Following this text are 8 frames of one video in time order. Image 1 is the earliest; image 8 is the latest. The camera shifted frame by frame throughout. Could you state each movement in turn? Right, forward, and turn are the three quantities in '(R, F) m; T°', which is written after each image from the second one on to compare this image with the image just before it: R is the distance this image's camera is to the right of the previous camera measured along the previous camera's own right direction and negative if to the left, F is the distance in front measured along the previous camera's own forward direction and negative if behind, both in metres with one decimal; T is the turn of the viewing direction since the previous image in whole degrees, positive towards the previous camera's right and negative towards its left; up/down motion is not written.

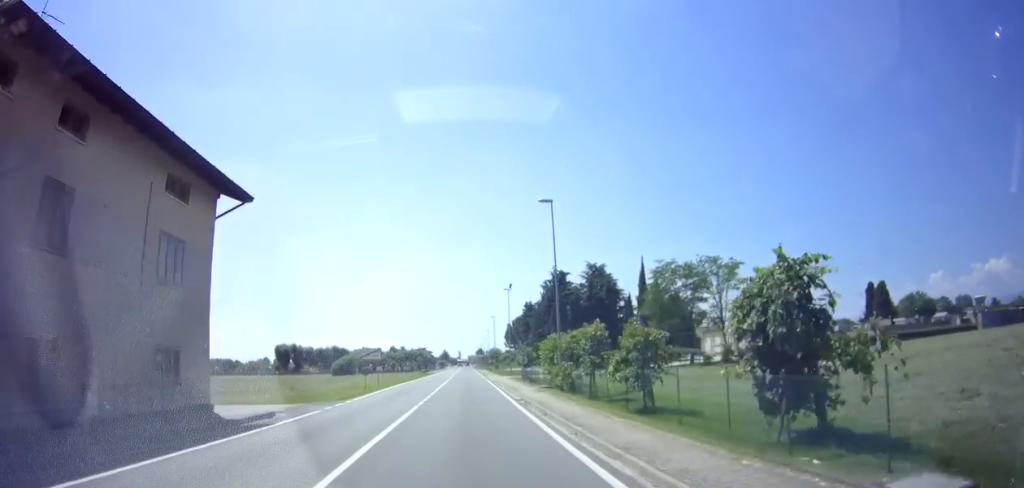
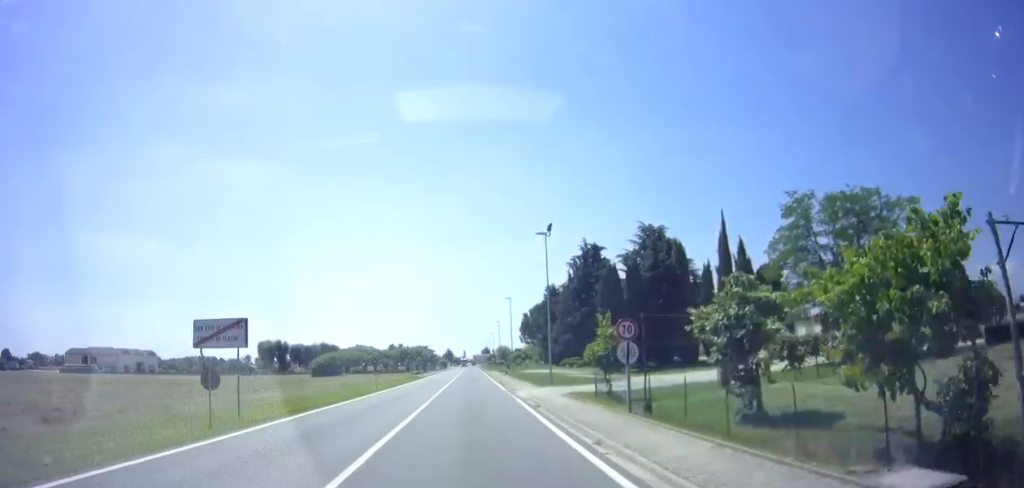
(-0.1, +24.2) m; 0°
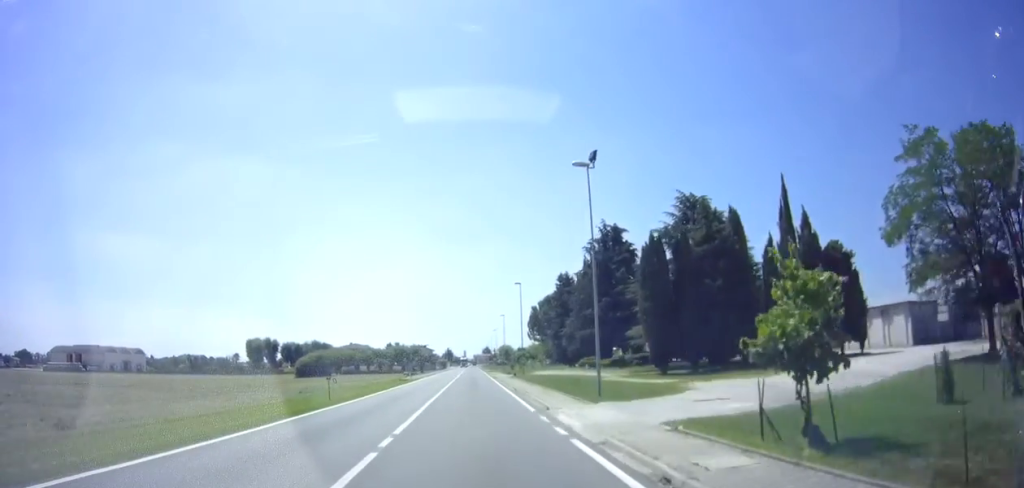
(0.0, +11.5) m; 0°
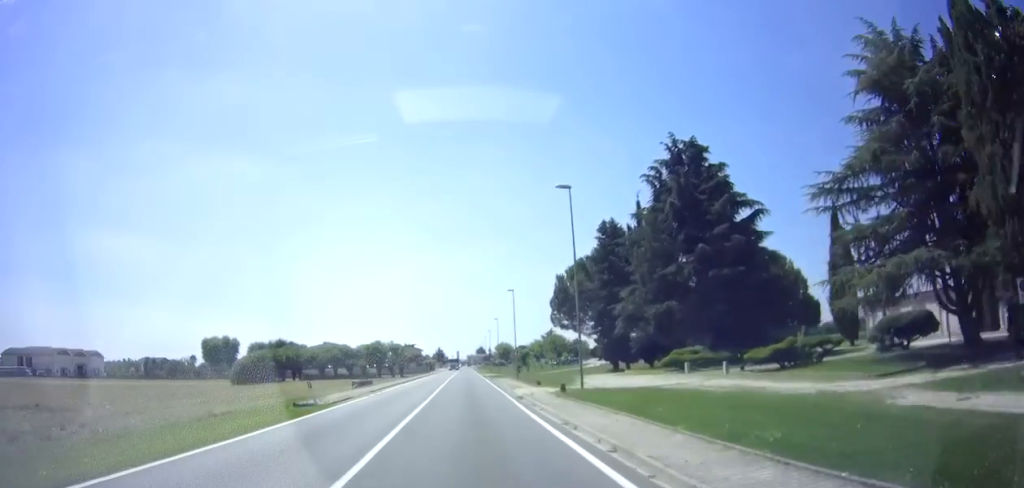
(+0.3, +29.3) m; +1°
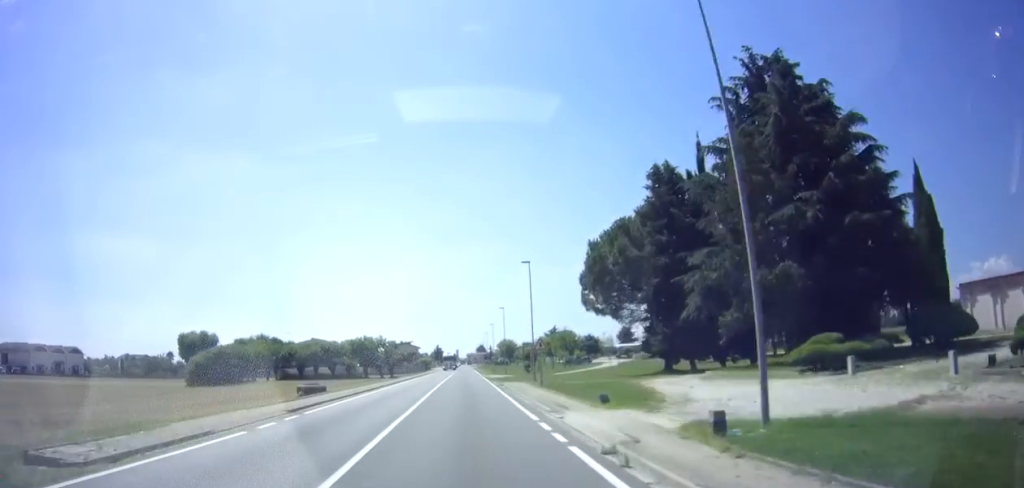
(0.0, +14.3) m; 0°
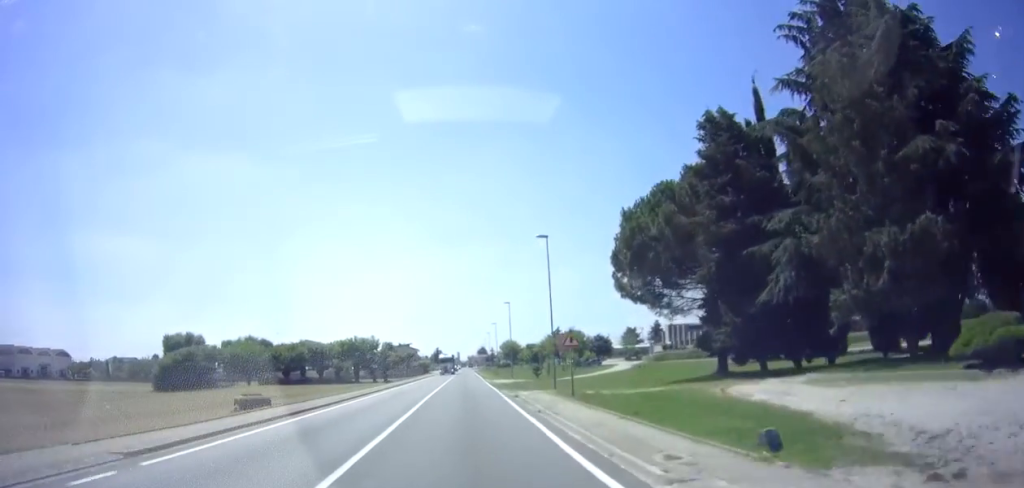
(-0.1, +8.6) m; 0°
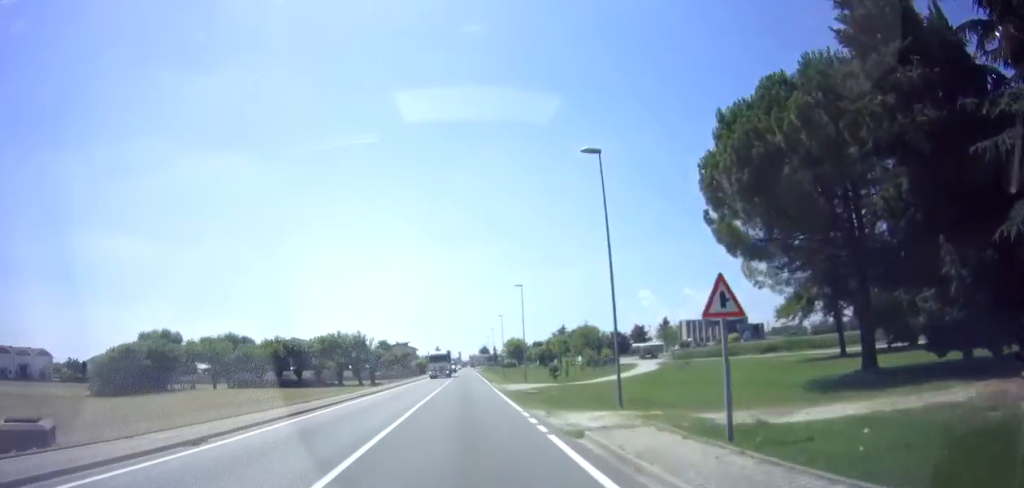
(-0.1, +12.6) m; 0°
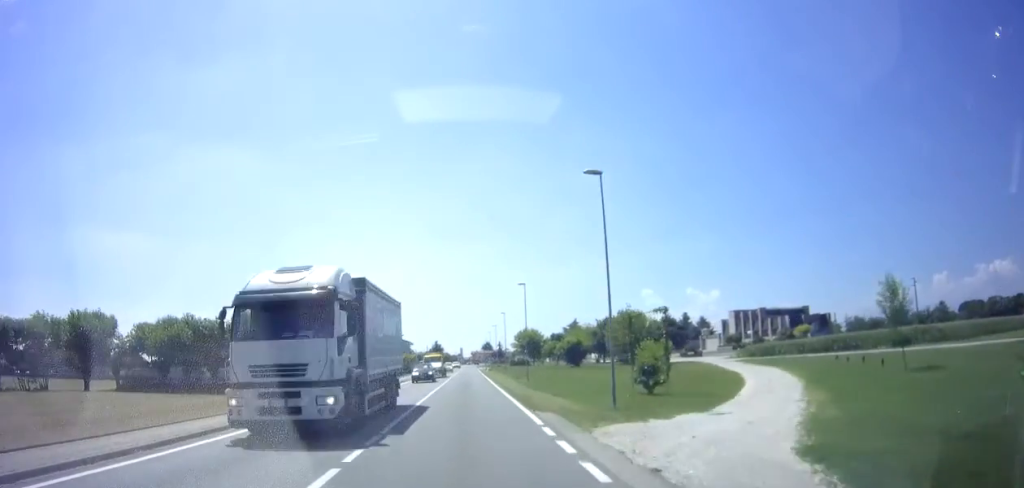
(-0.1, +28.4) m; 0°
